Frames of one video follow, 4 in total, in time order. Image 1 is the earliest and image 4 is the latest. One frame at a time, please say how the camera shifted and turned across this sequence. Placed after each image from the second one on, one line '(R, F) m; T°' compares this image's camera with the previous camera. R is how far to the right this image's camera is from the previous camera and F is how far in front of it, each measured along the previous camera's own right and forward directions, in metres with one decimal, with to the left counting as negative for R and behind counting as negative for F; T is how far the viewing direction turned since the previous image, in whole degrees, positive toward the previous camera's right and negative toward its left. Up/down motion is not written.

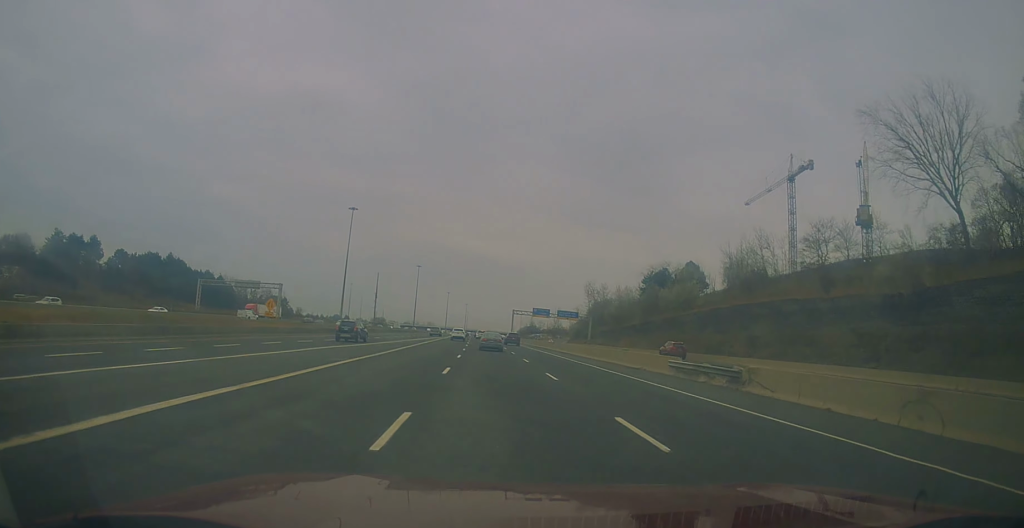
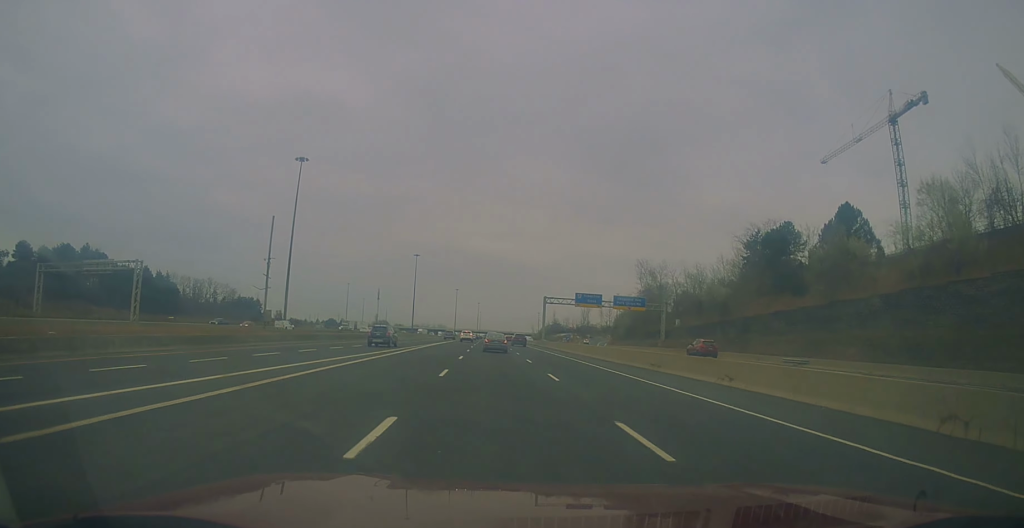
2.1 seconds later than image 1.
(-0.2, +60.7) m; 0°
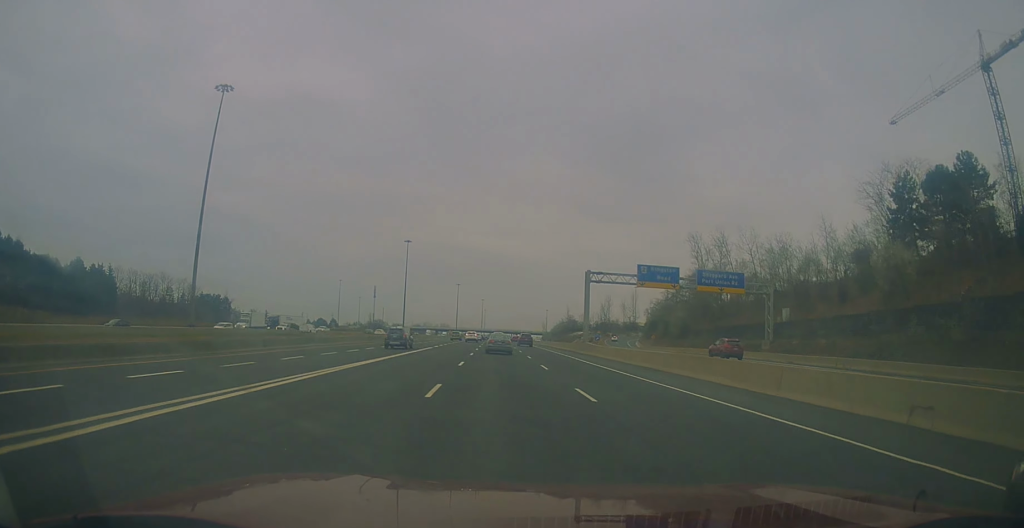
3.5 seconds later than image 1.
(-0.1, +41.9) m; 0°
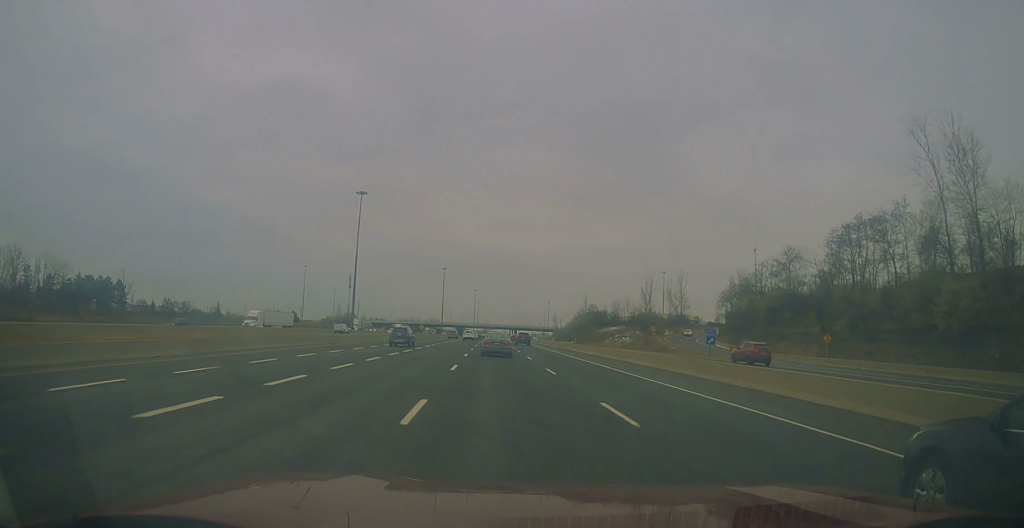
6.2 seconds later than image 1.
(-0.2, +76.6) m; -1°
